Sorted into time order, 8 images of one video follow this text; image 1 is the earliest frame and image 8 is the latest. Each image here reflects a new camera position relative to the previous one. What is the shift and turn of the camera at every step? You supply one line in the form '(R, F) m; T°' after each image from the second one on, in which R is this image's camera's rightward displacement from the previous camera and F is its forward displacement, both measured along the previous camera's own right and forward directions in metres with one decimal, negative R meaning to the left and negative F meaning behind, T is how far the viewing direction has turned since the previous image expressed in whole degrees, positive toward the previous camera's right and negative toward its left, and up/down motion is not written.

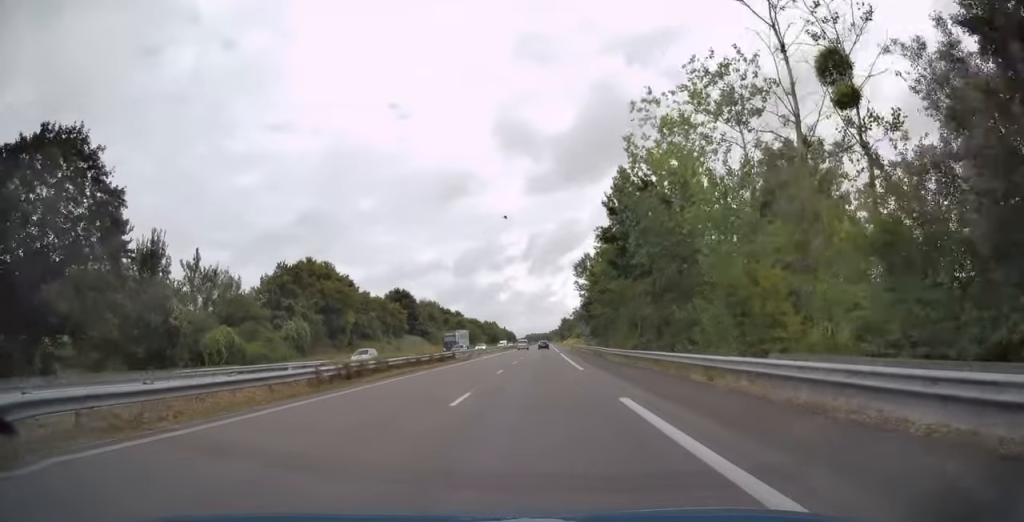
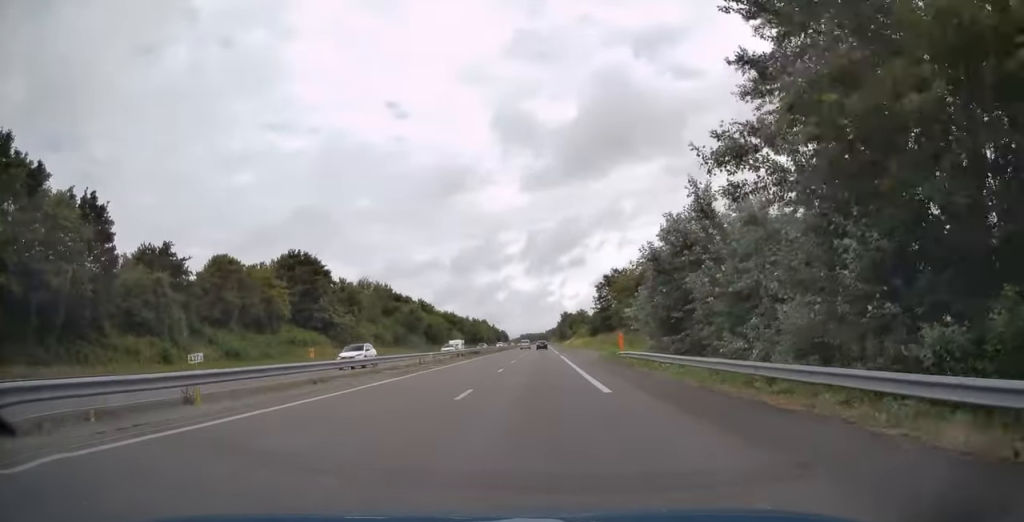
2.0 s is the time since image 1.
(+0.3, +63.3) m; 0°
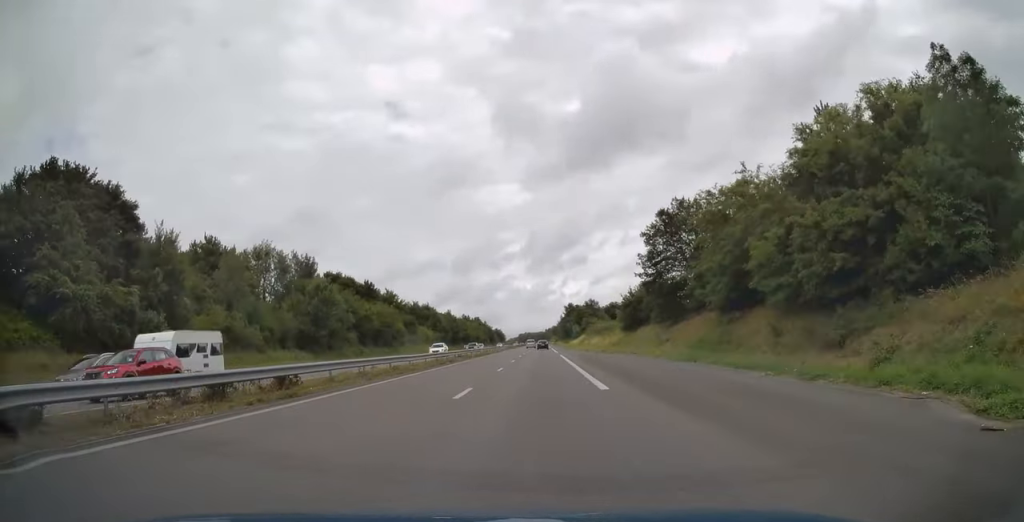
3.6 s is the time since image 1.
(0.0, +51.8) m; 0°
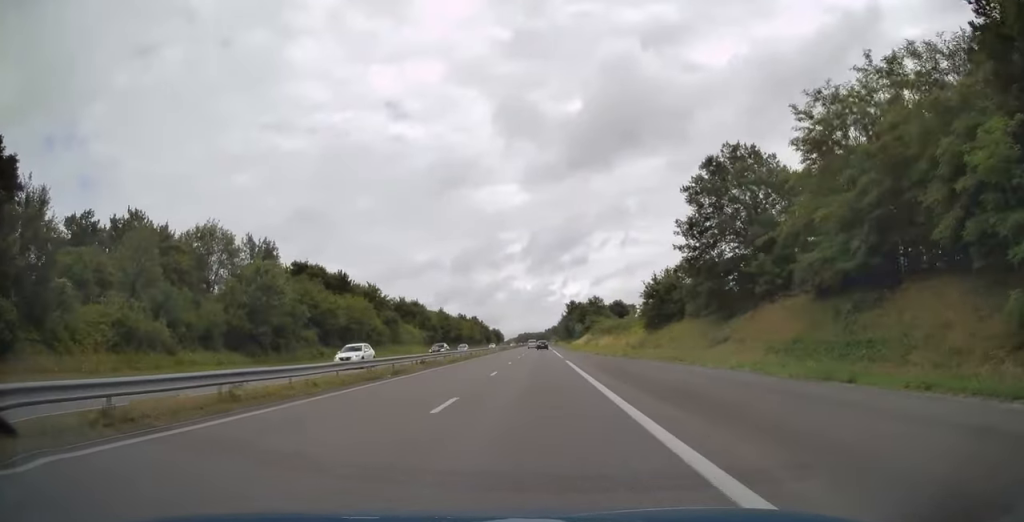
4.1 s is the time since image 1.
(+0.1, +16.2) m; 0°
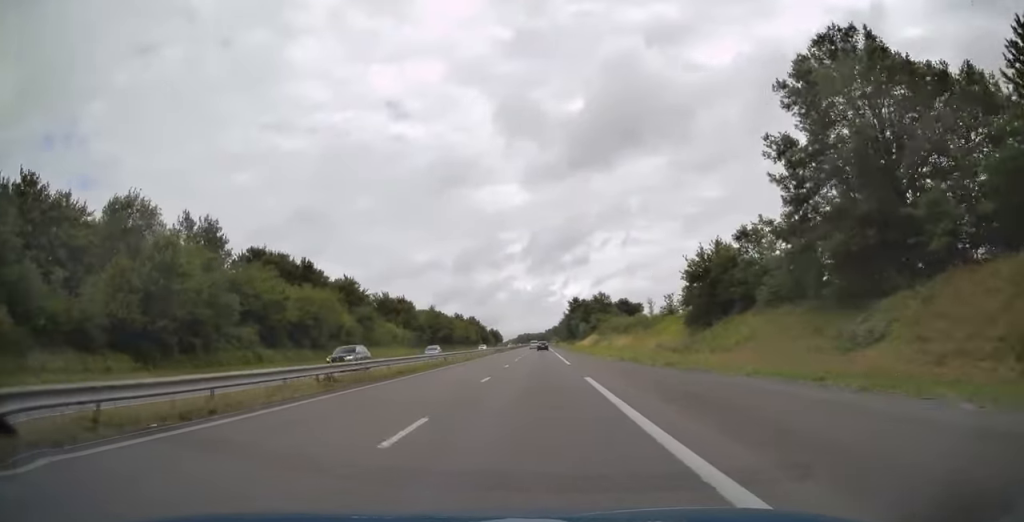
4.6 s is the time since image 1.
(0.0, +16.7) m; 0°
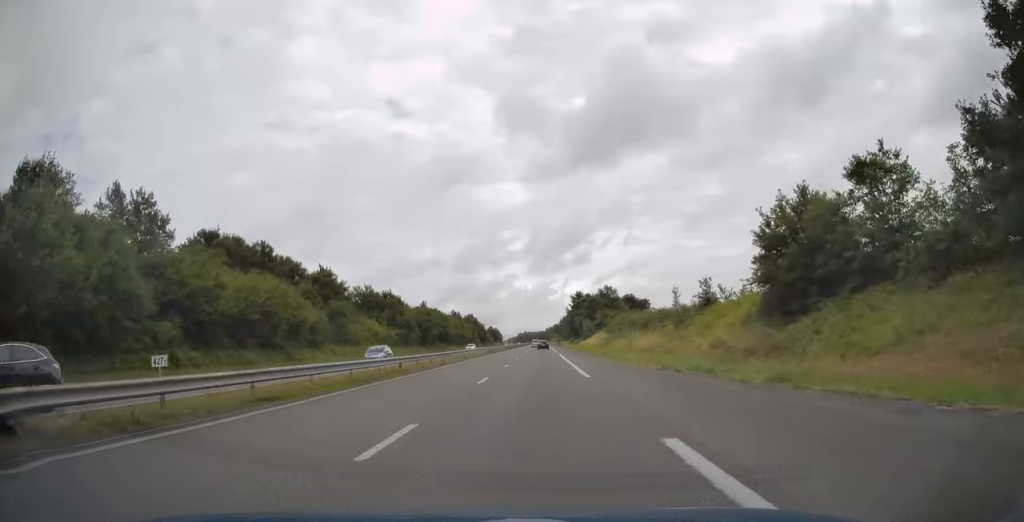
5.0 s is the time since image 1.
(0.0, +14.0) m; 0°
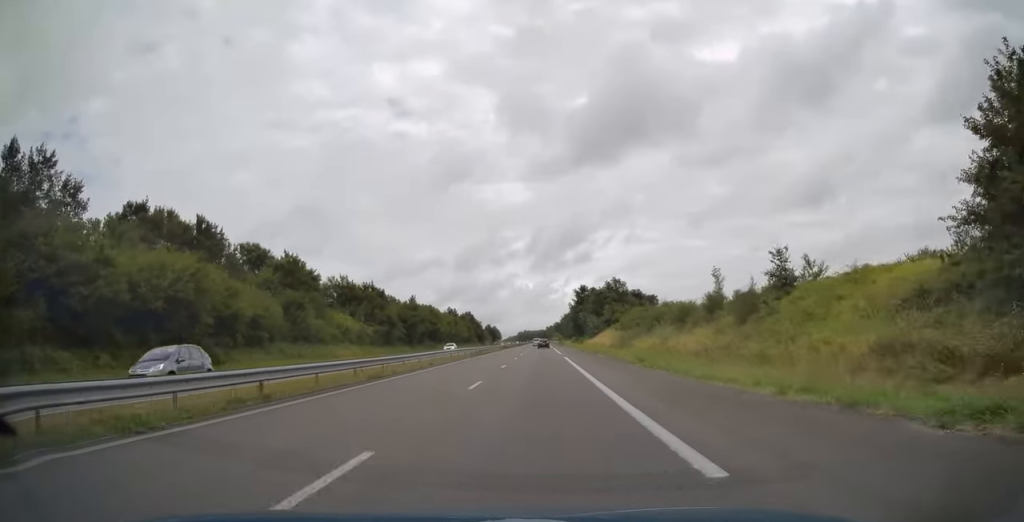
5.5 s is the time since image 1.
(0.0, +15.6) m; 0°
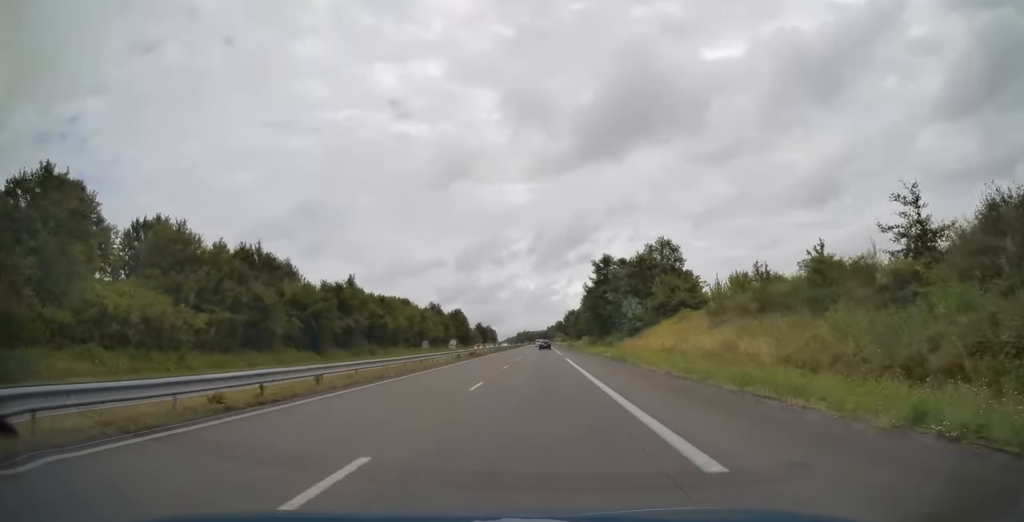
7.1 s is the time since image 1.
(+0.1, +52.2) m; 0°
